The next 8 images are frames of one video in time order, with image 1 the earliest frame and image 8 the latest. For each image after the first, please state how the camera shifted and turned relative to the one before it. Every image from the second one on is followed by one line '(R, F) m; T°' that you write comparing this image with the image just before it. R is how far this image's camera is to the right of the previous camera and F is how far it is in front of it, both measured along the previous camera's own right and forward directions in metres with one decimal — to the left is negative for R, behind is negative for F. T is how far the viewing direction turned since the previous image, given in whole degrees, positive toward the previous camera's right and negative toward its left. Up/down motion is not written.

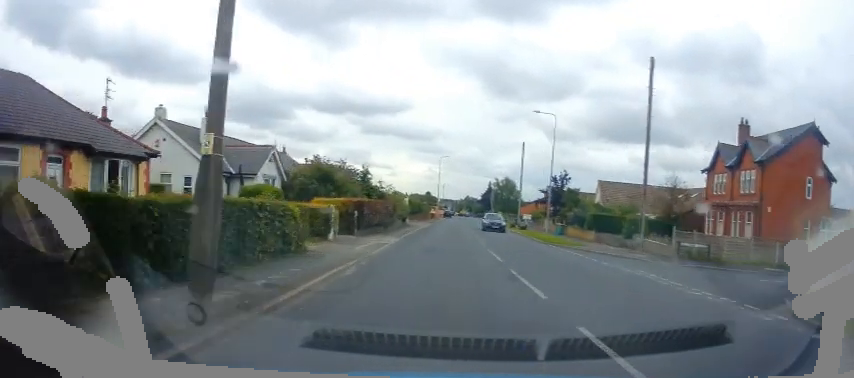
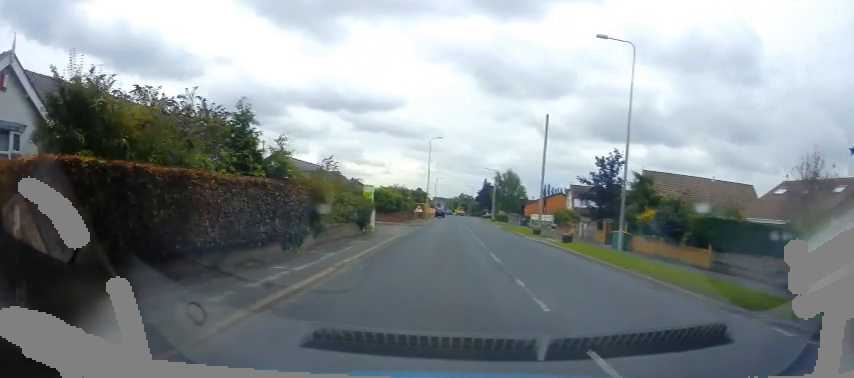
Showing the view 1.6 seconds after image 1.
(0.0, +18.6) m; 0°
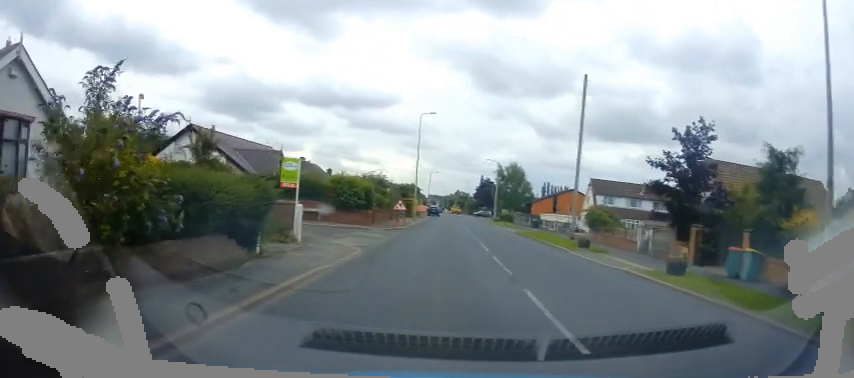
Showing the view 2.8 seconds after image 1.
(0.0, +13.5) m; +1°
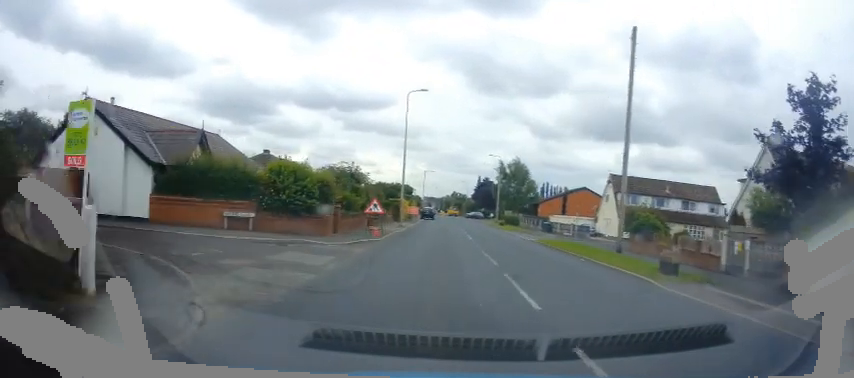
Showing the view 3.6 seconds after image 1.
(+0.2, +9.2) m; 0°
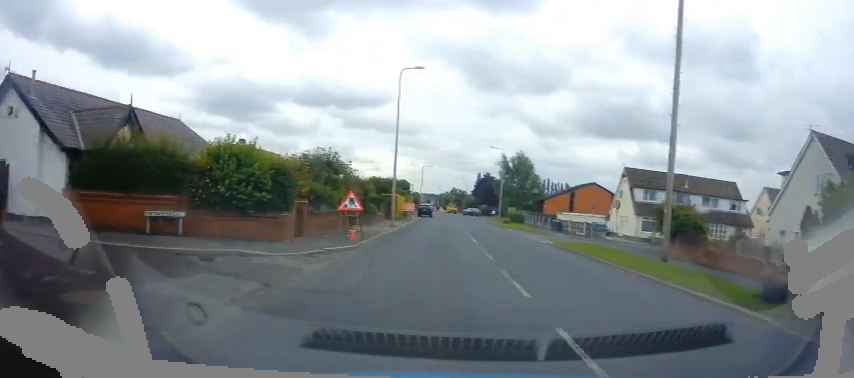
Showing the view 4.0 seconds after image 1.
(0.0, +4.8) m; 0°
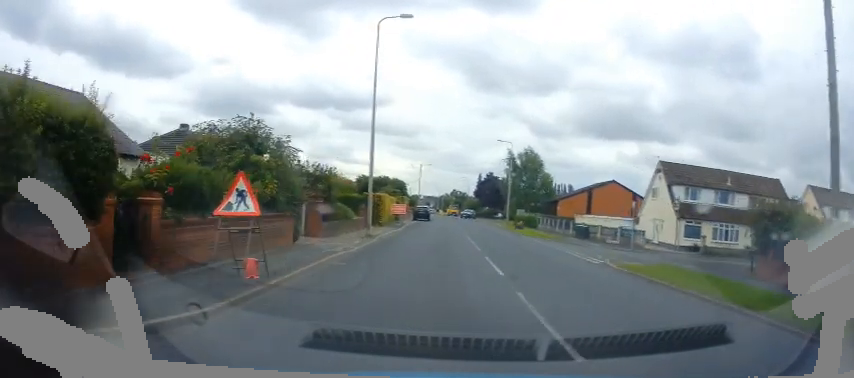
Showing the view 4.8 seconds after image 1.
(-0.2, +9.2) m; 0°
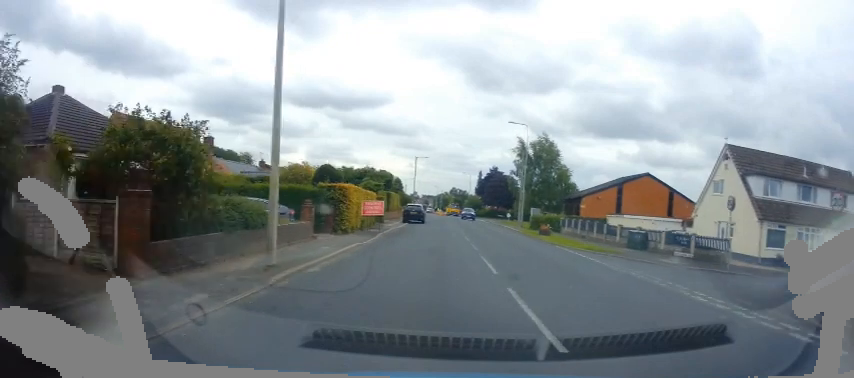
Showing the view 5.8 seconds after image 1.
(+0.3, +11.4) m; +1°
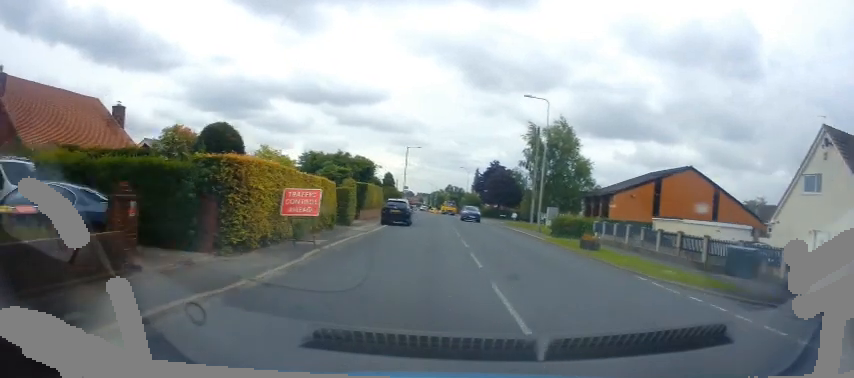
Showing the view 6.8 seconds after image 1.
(0.0, +10.8) m; 0°
